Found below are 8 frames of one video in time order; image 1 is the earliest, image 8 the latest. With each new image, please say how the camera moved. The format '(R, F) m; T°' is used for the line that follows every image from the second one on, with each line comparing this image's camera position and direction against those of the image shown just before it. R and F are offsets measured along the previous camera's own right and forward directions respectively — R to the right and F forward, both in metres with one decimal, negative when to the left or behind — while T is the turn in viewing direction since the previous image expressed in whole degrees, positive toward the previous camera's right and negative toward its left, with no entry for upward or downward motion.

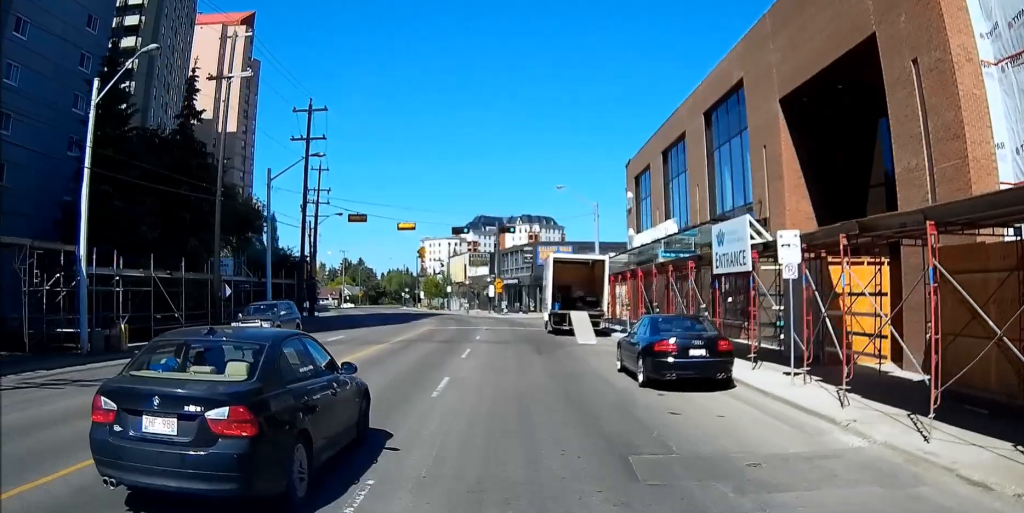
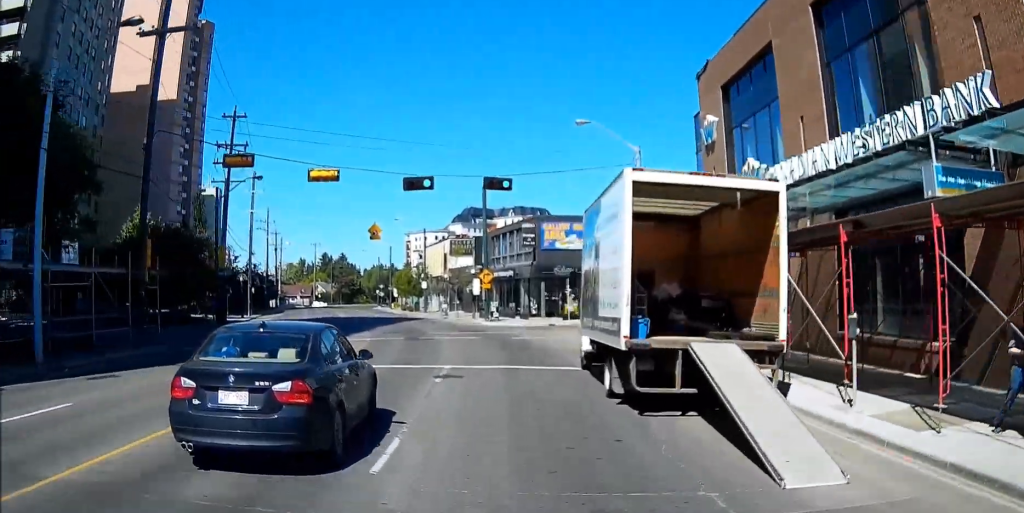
(-1.2, +22.2) m; -5°
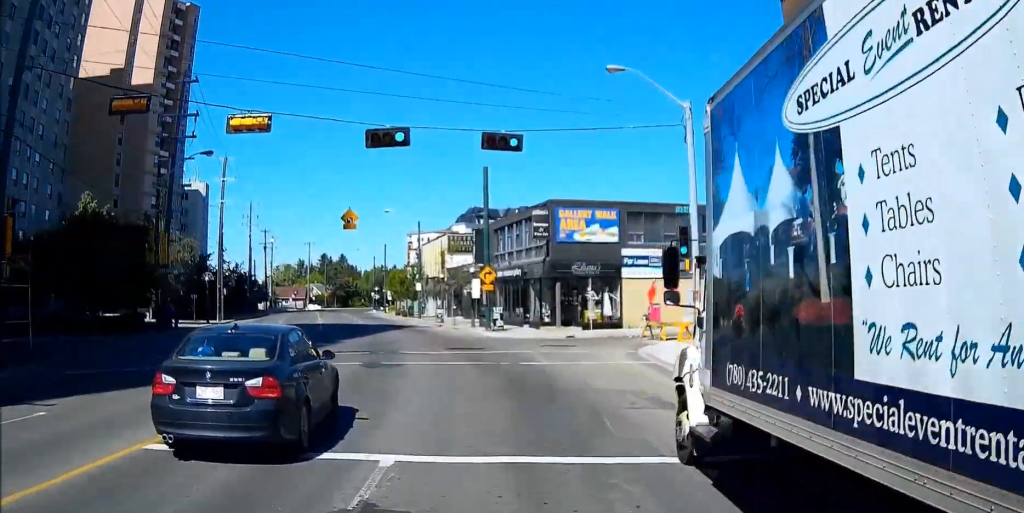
(0.0, +9.9) m; 0°
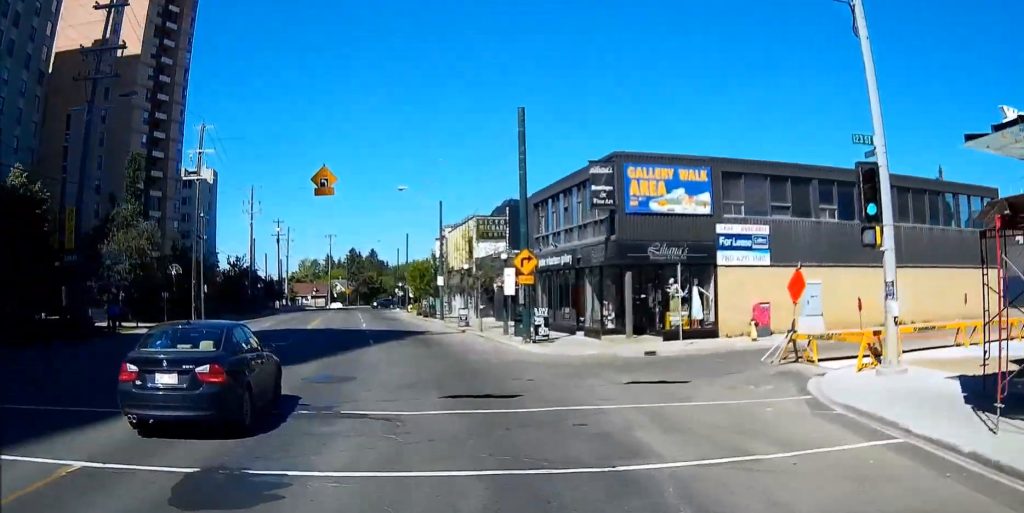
(0.0, +13.2) m; 0°
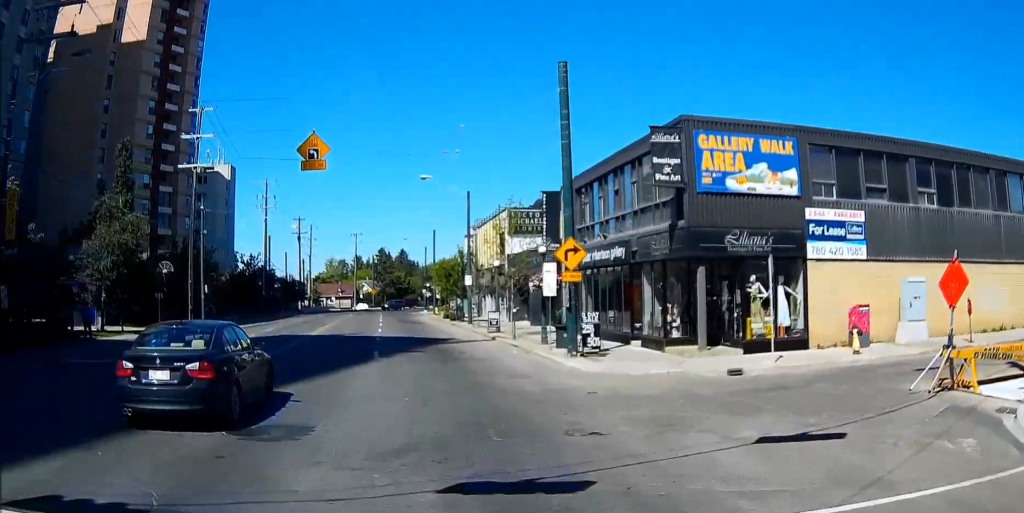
(0.0, +6.3) m; 0°
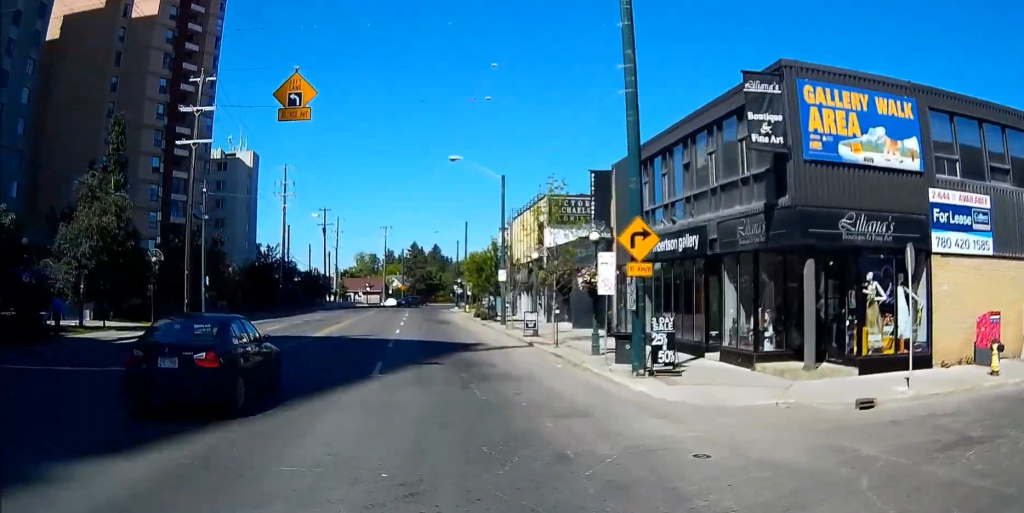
(0.0, +5.9) m; 0°
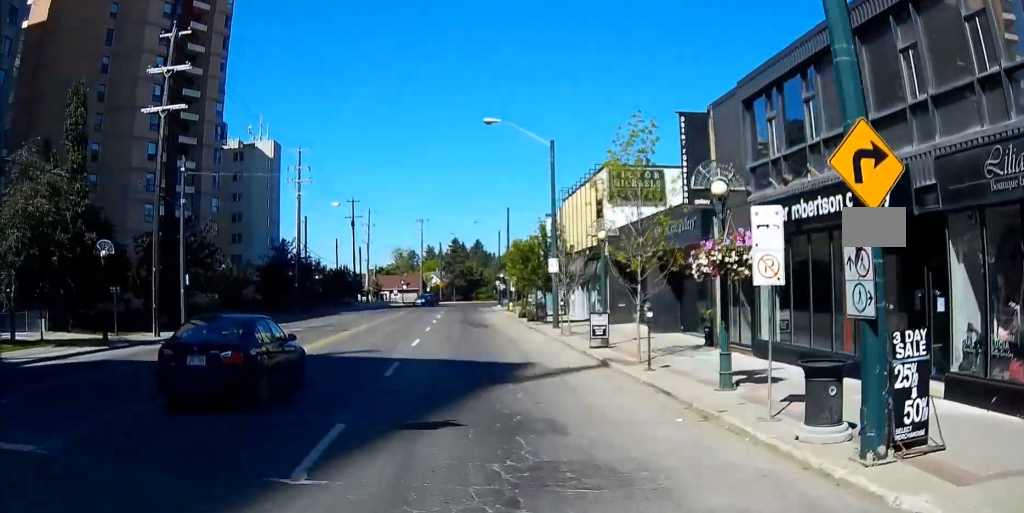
(0.0, +9.5) m; 0°
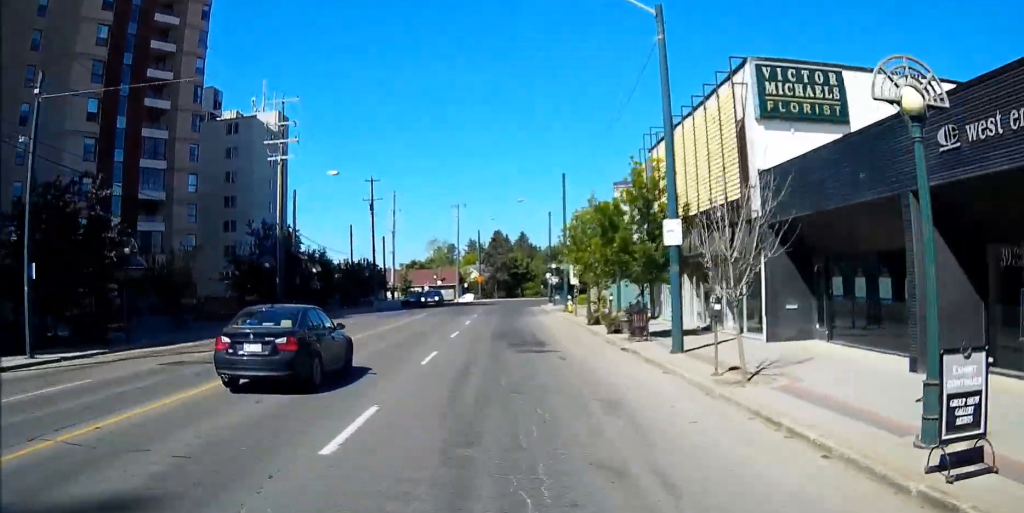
(0.0, +17.3) m; 0°
